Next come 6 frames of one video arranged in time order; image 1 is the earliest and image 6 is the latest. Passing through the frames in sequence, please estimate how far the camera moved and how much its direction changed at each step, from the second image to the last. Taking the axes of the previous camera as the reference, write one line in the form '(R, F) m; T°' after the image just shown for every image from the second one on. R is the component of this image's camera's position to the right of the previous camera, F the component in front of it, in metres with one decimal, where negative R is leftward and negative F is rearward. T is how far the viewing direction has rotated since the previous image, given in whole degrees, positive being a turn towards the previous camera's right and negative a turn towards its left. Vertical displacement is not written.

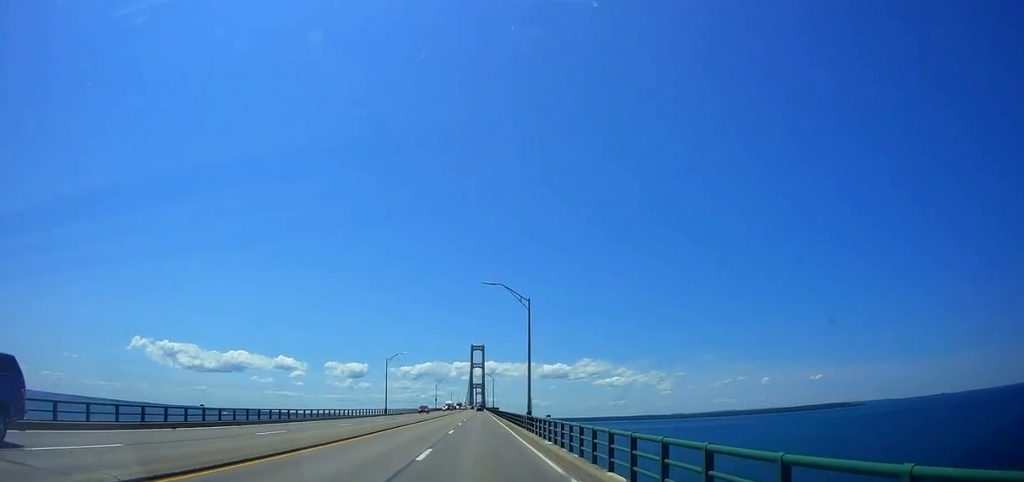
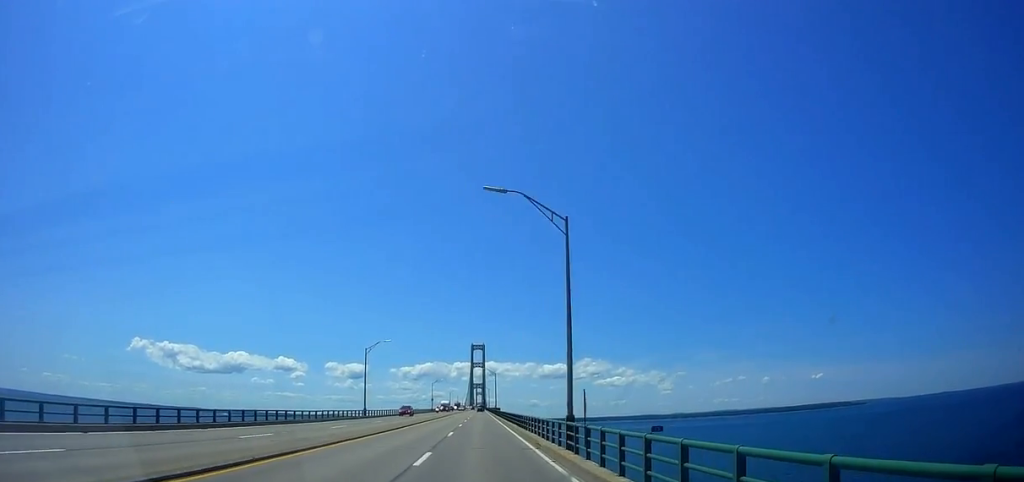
(0.0, +16.7) m; 0°
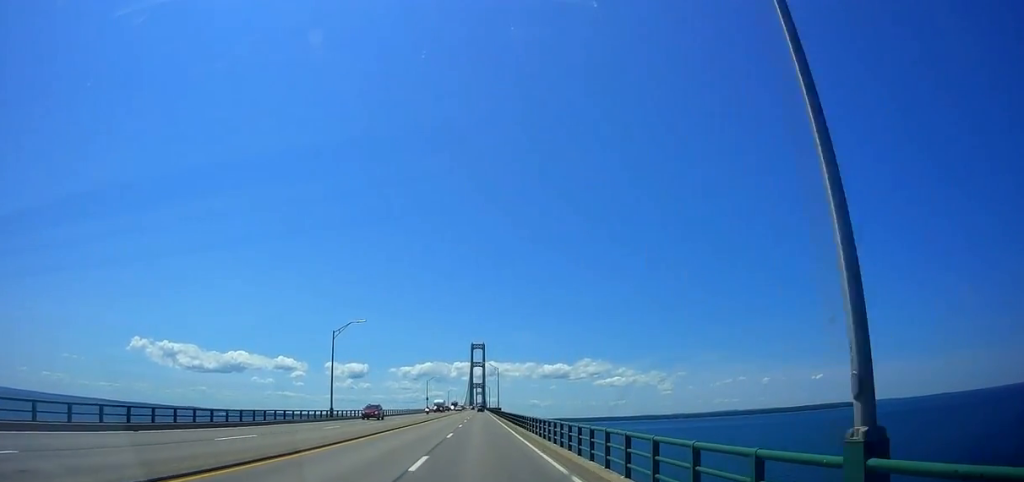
(0.0, +16.0) m; 0°
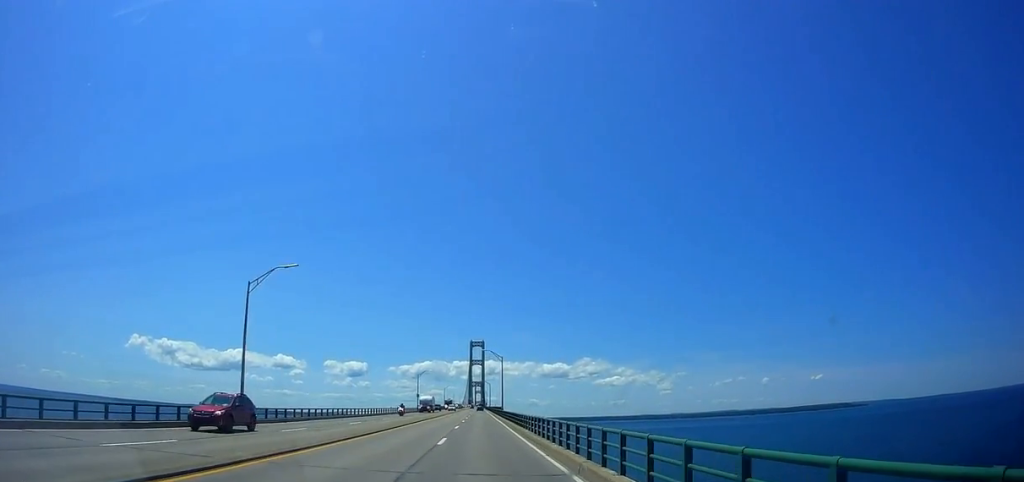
(0.0, +21.7) m; 0°
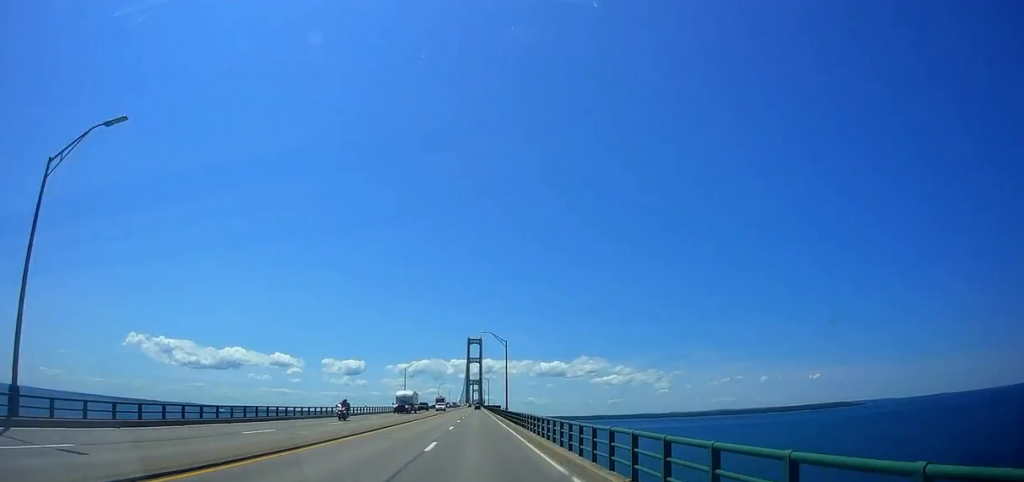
(0.0, +19.3) m; 0°
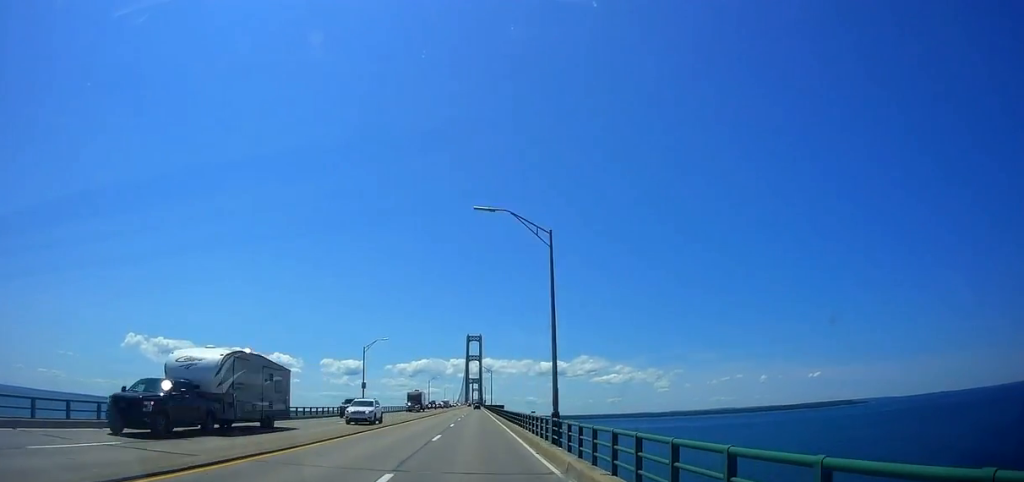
(0.0, +41.1) m; 0°
